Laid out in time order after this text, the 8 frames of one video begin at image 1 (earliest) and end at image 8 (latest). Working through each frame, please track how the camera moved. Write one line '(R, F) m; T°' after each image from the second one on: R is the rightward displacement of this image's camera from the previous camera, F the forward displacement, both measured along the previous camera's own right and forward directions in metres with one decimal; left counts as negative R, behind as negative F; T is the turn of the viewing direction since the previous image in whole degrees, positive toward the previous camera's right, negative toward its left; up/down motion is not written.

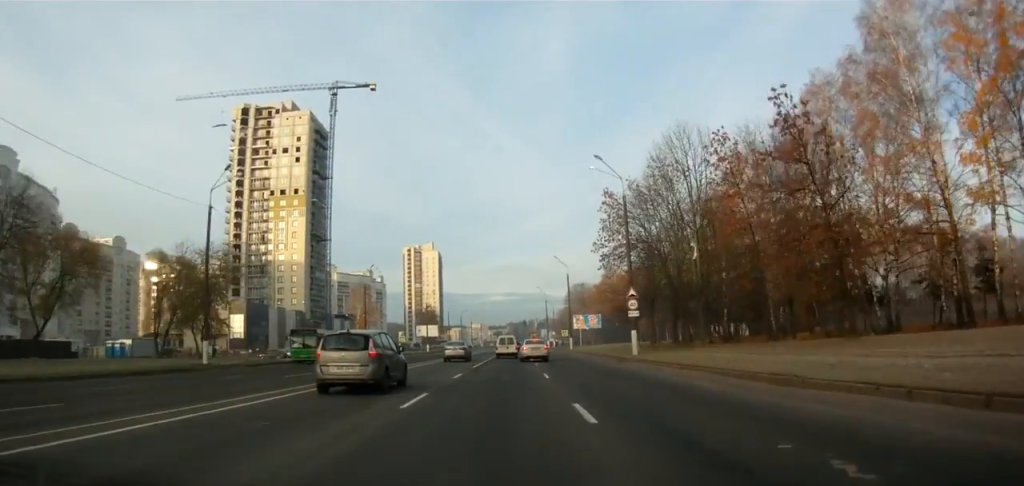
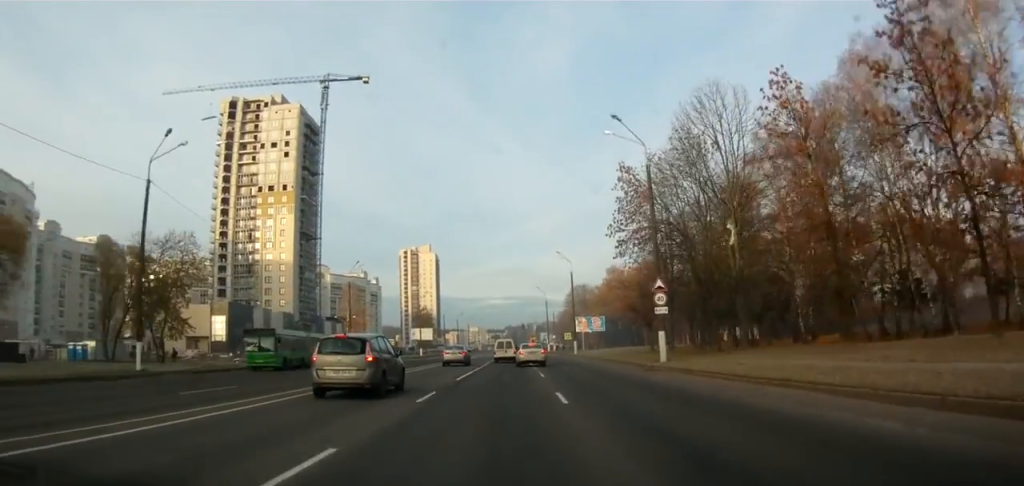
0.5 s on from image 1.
(+0.3, +7.9) m; 0°
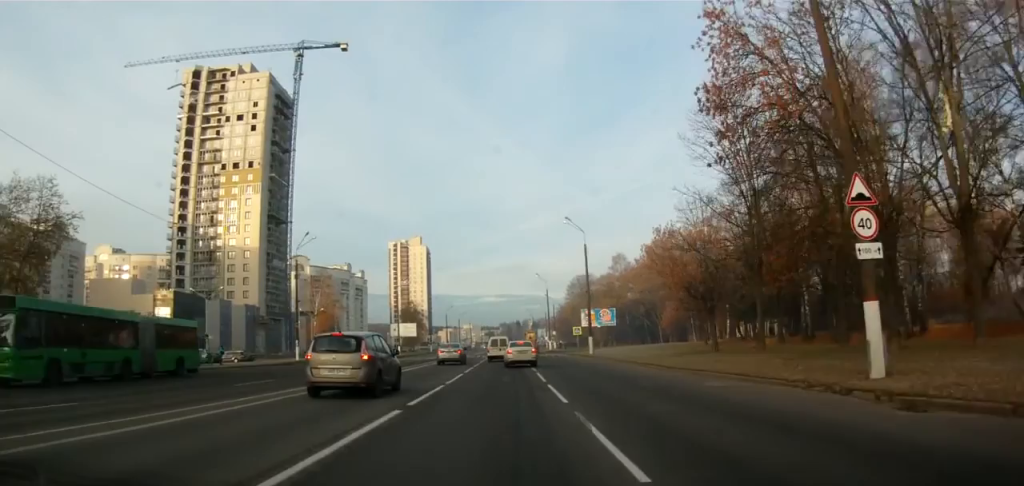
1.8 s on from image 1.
(-0.1, +21.4) m; -1°
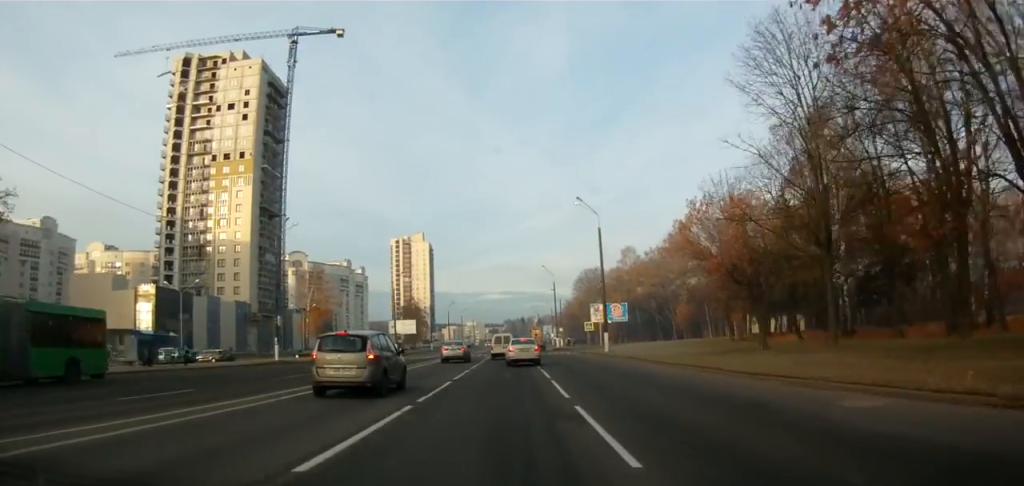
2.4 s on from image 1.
(0.0, +8.5) m; 0°
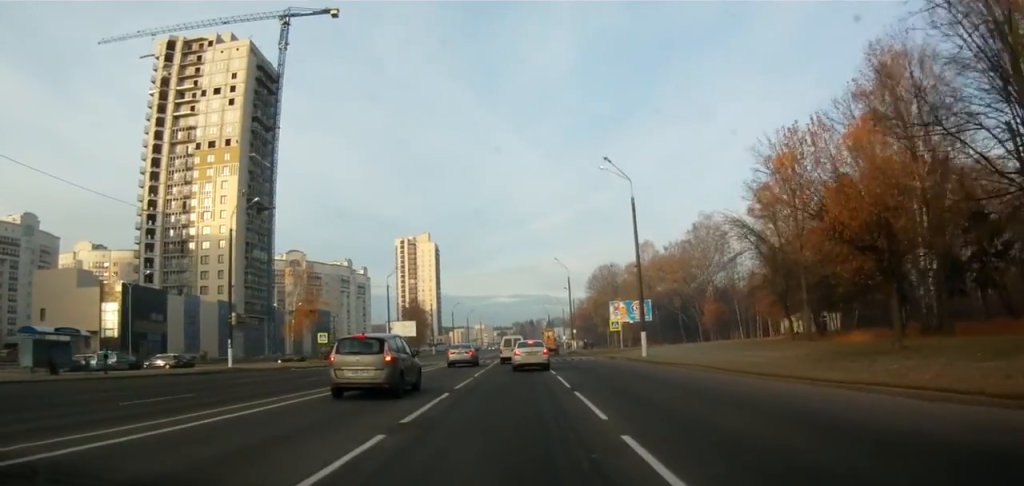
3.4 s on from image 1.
(+0.1, +13.2) m; 0°
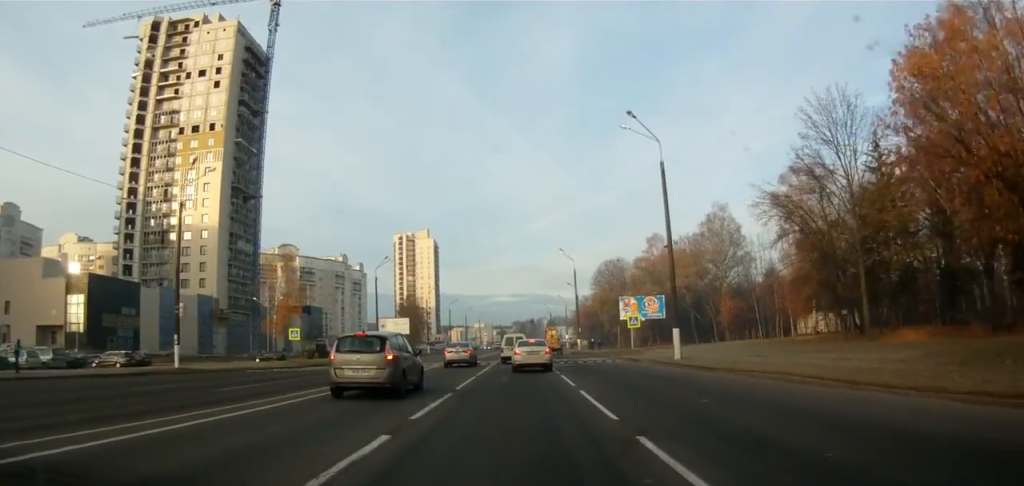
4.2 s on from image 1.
(0.0, +8.7) m; 0°
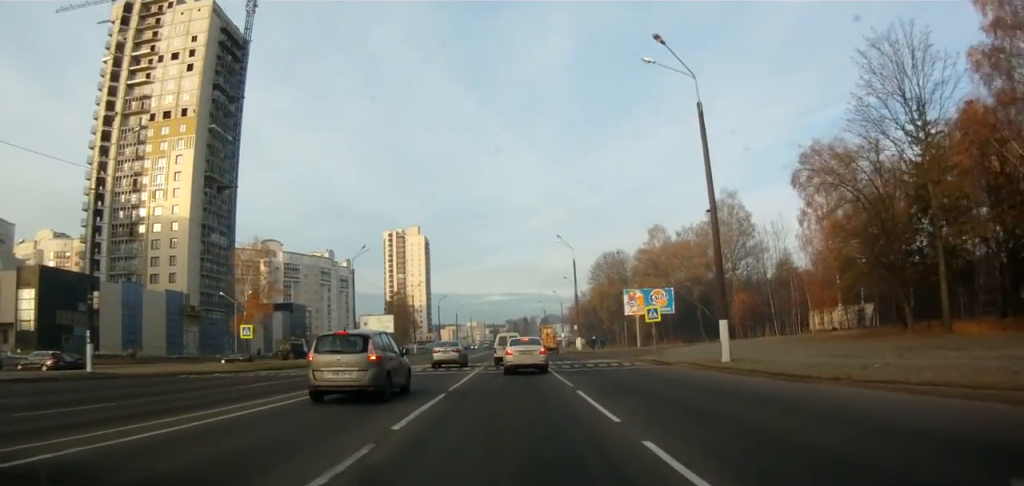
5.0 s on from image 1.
(+0.1, +9.7) m; -2°
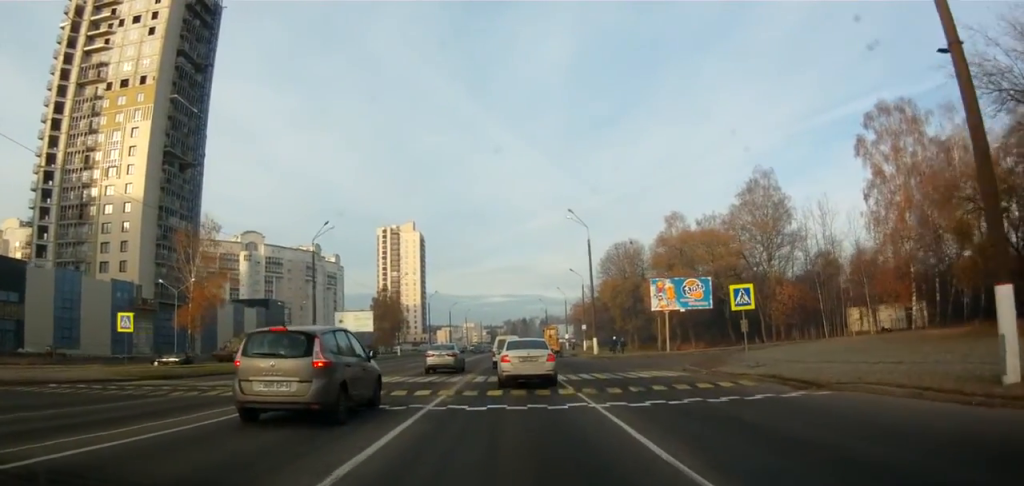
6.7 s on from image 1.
(0.0, +15.6) m; +4°
